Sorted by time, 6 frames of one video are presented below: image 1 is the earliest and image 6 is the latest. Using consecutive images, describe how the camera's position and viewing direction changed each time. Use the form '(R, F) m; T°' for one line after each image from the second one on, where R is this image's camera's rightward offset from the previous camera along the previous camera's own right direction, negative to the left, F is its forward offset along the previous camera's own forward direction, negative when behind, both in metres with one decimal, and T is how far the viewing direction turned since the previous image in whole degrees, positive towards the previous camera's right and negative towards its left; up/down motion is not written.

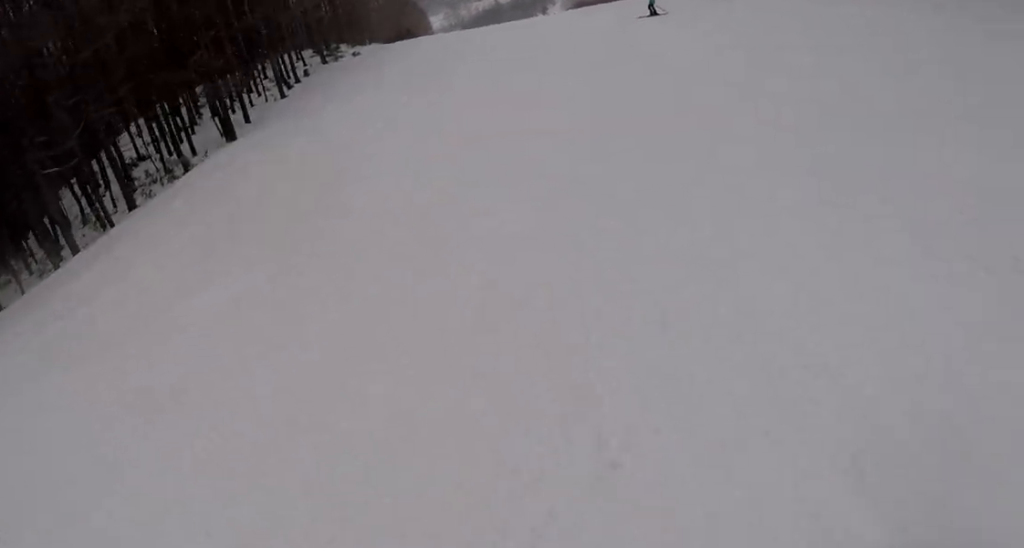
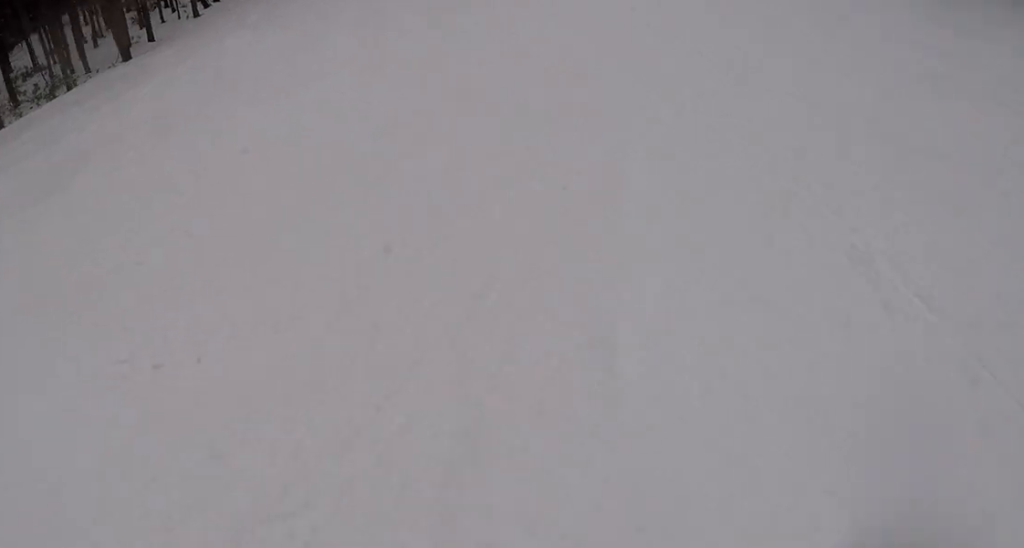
(0.0, +3.8) m; 0°
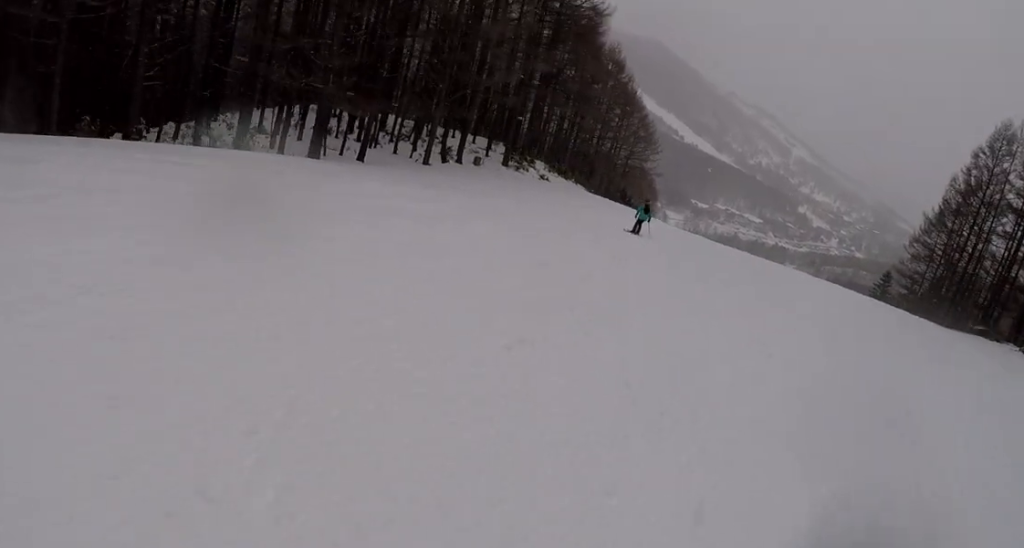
(0.0, +8.0) m; -11°
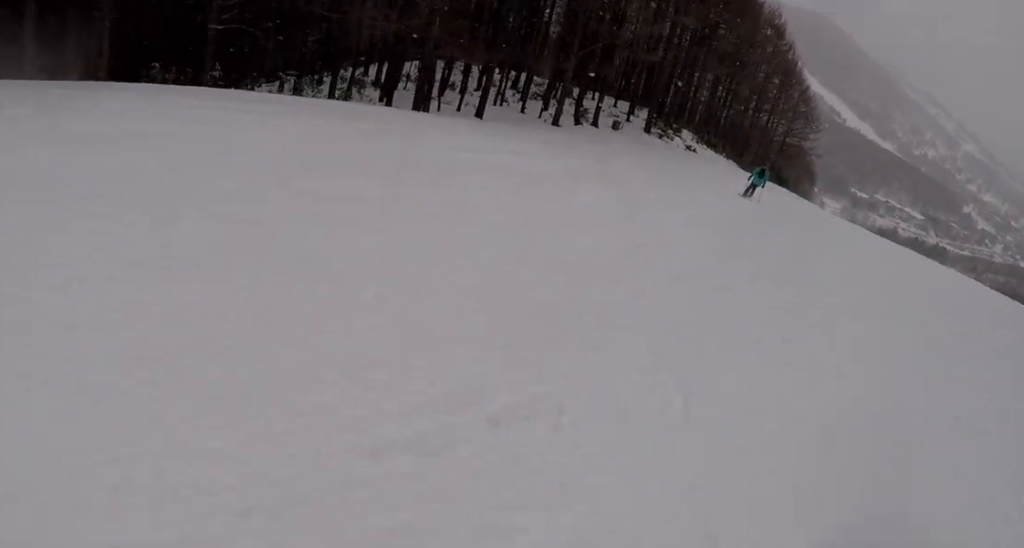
(-0.6, +3.3) m; -9°
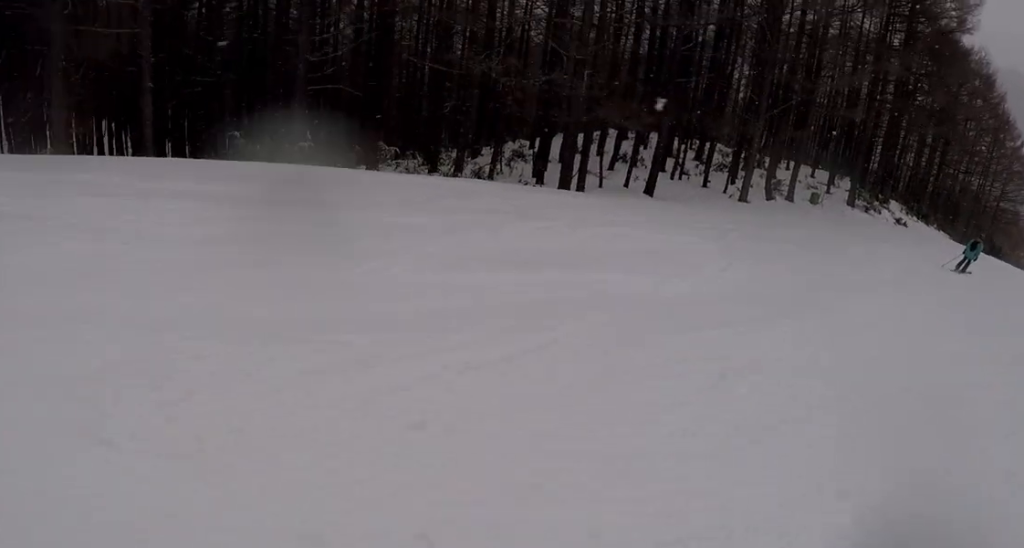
(-0.9, +5.9) m; -7°
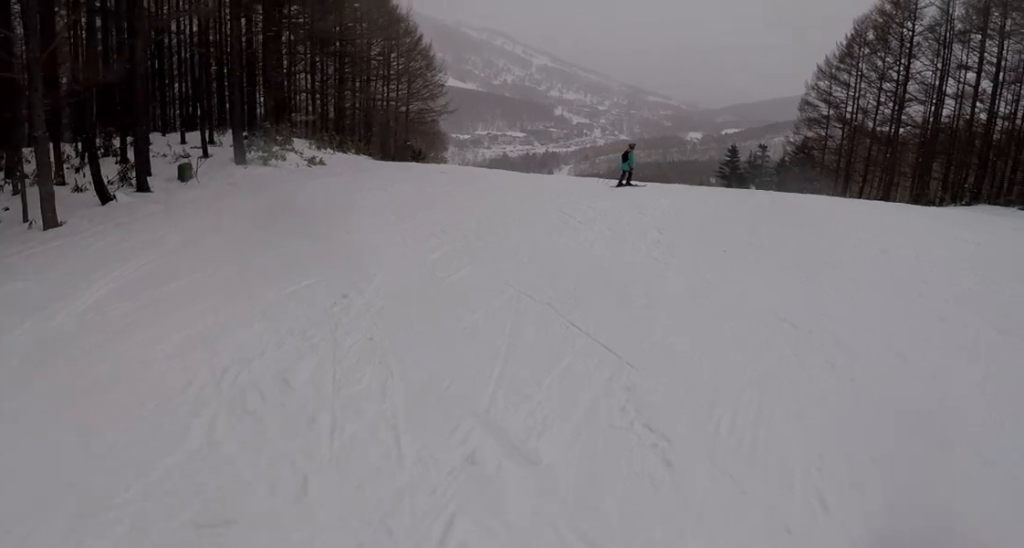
(+3.6, +13.1) m; +38°
